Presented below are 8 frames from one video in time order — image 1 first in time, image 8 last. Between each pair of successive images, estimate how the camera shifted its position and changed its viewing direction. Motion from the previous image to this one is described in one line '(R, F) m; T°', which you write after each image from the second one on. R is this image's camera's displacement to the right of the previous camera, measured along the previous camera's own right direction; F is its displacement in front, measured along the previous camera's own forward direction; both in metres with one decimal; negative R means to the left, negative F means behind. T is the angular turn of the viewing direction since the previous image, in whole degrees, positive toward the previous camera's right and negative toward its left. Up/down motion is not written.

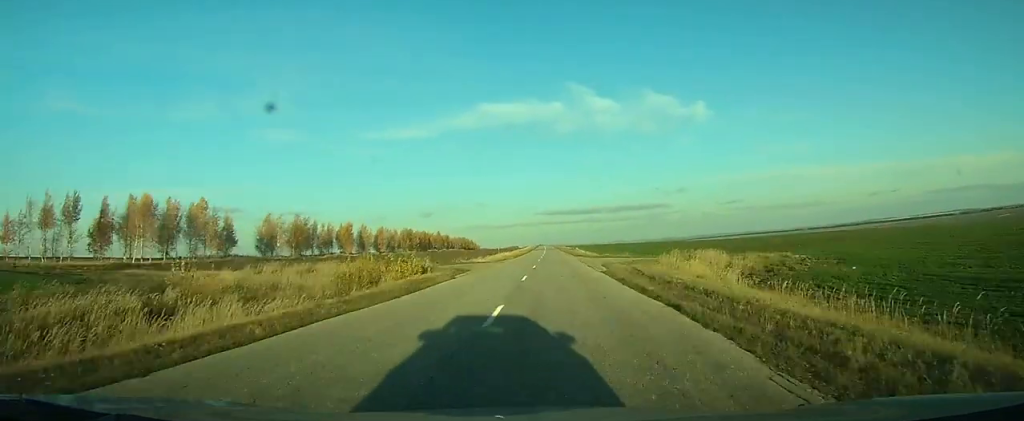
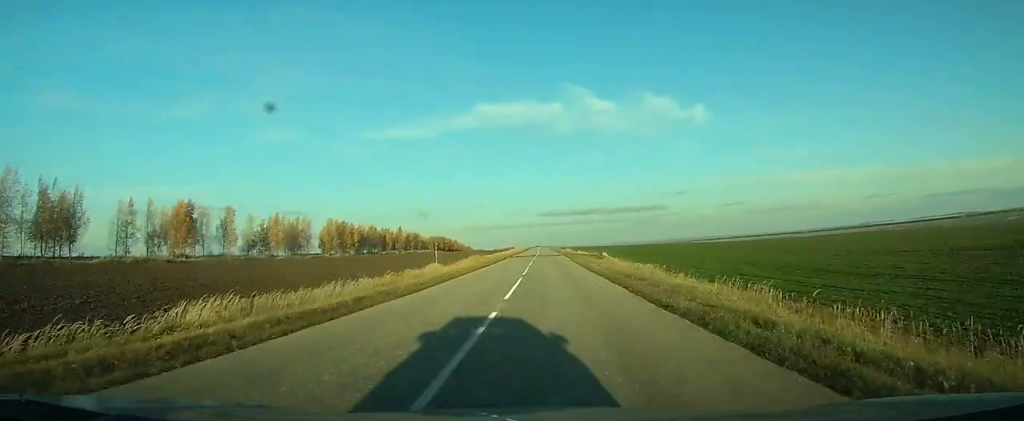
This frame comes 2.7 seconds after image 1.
(-0.1, +79.8) m; 0°
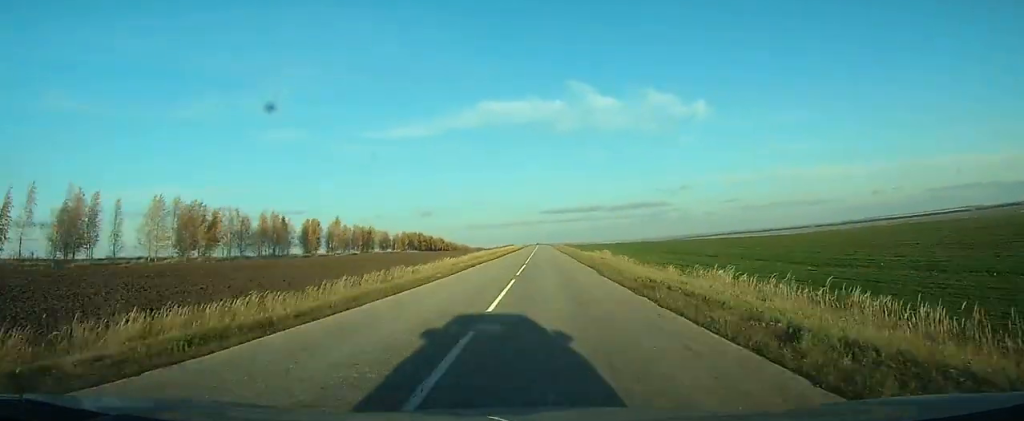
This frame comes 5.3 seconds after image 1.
(0.0, +74.9) m; 0°
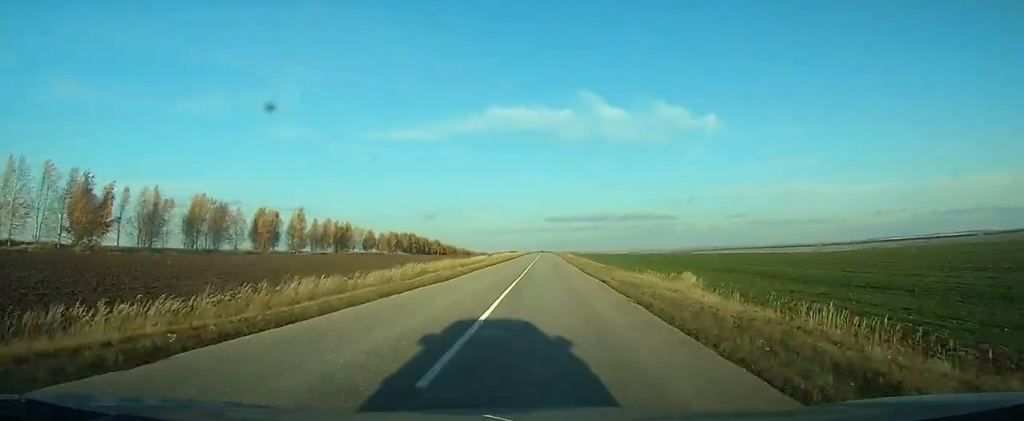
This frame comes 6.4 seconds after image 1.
(0.0, +28.6) m; 0°
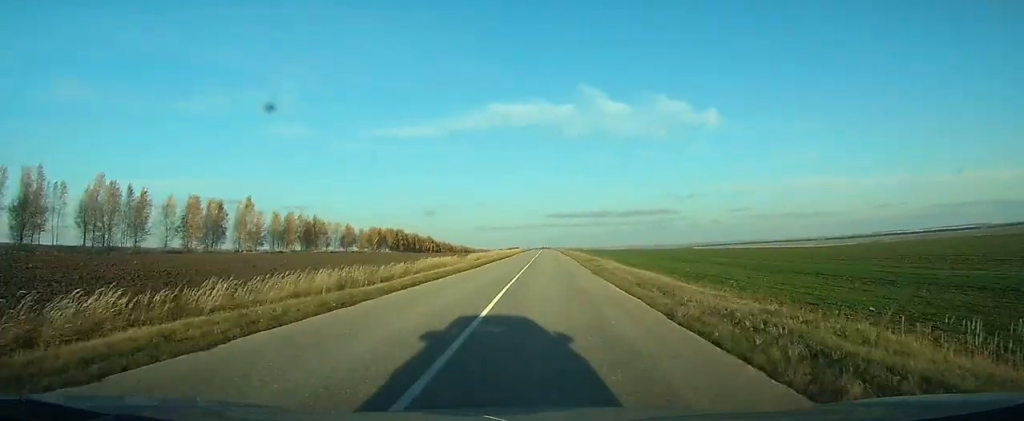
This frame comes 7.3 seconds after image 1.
(0.0, +24.9) m; 0°
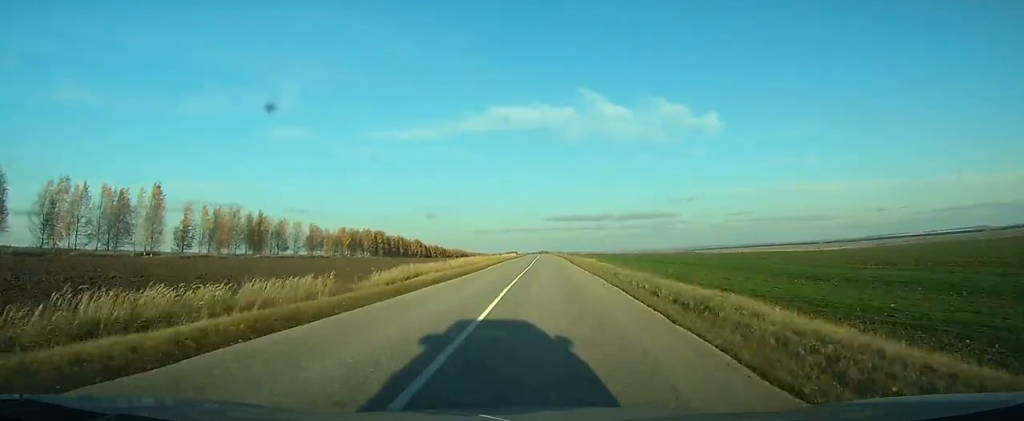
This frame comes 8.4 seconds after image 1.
(0.0, +28.3) m; 0°
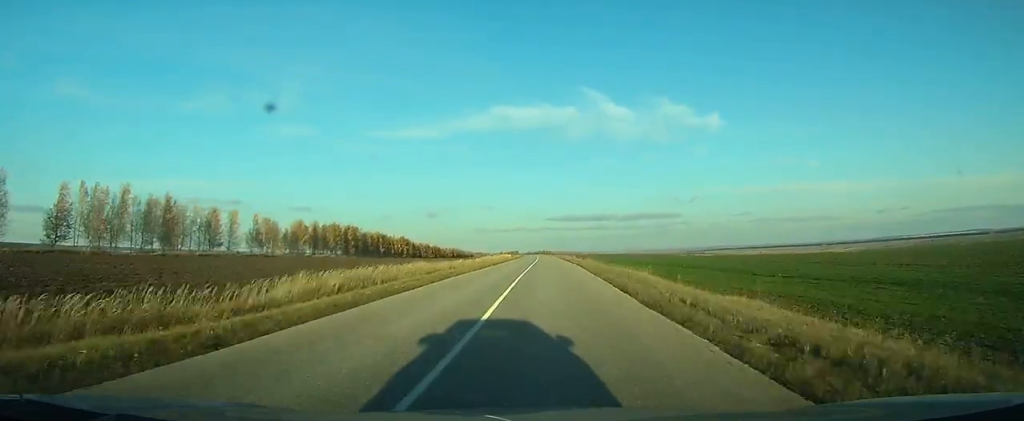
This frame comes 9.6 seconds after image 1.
(-0.1, +33.4) m; 0°
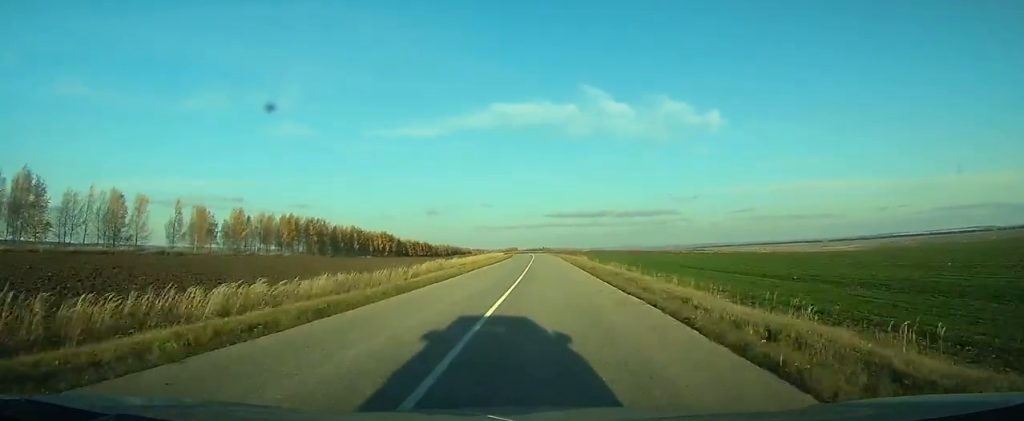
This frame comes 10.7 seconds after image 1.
(0.0, +30.7) m; 0°
